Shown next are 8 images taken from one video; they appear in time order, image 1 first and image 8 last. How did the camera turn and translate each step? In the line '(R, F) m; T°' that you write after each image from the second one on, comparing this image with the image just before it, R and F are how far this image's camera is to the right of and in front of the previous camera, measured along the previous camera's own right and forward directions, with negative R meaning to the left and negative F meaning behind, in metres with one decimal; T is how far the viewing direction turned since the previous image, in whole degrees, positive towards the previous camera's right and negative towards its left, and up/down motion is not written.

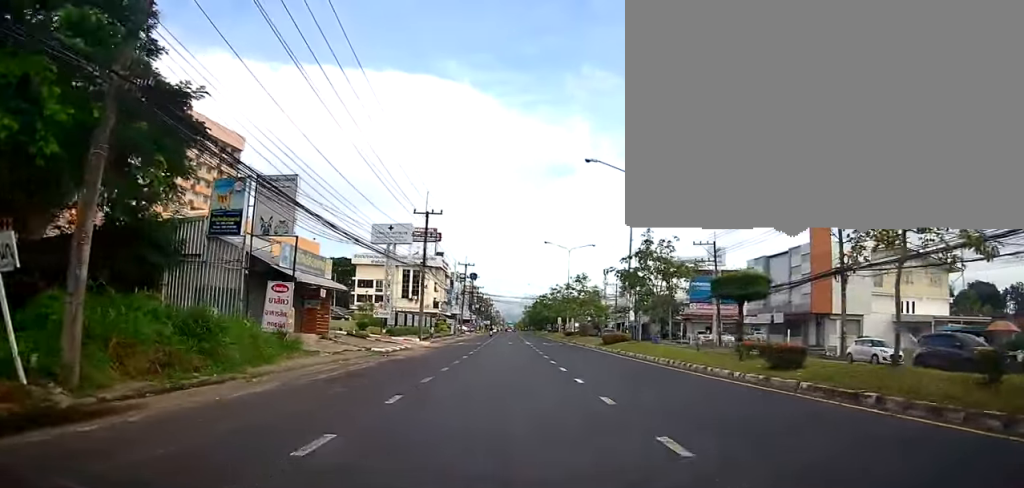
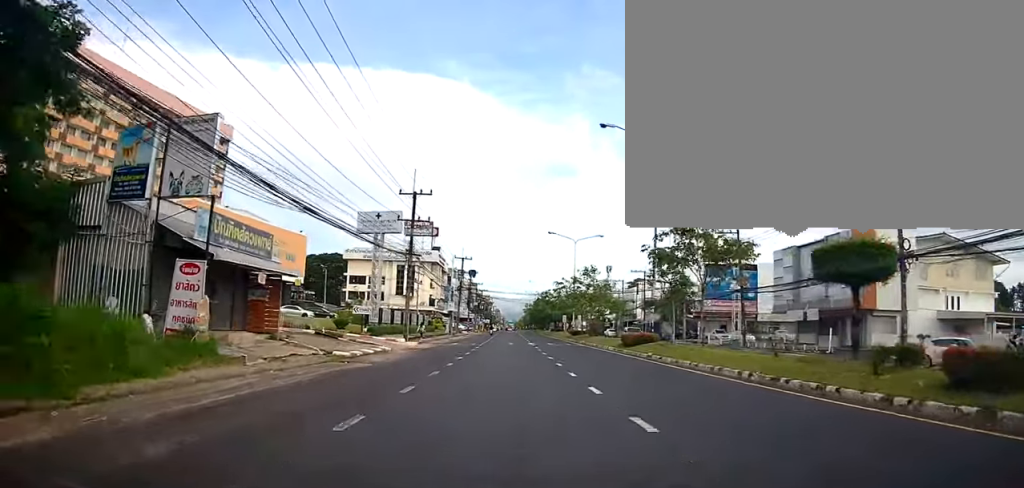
(0.0, +6.7) m; +1°
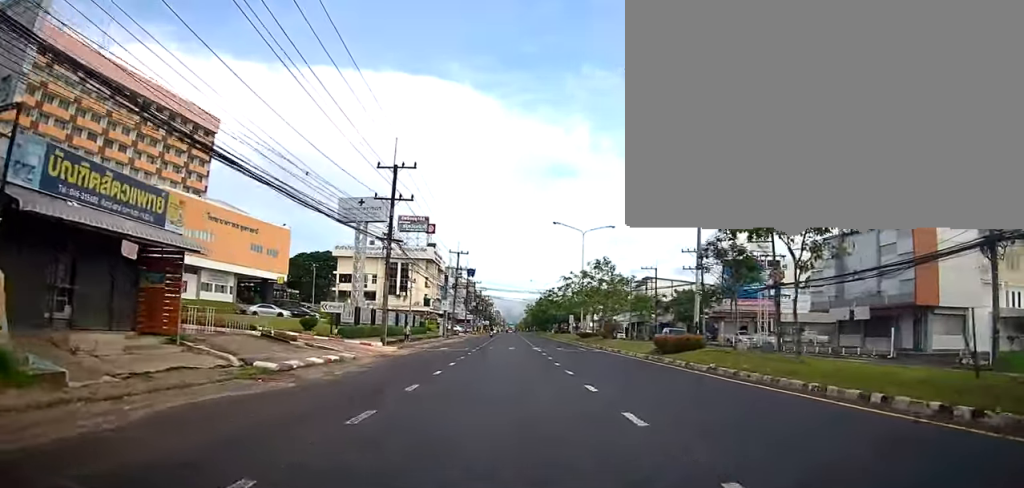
(-0.2, +7.5) m; +1°
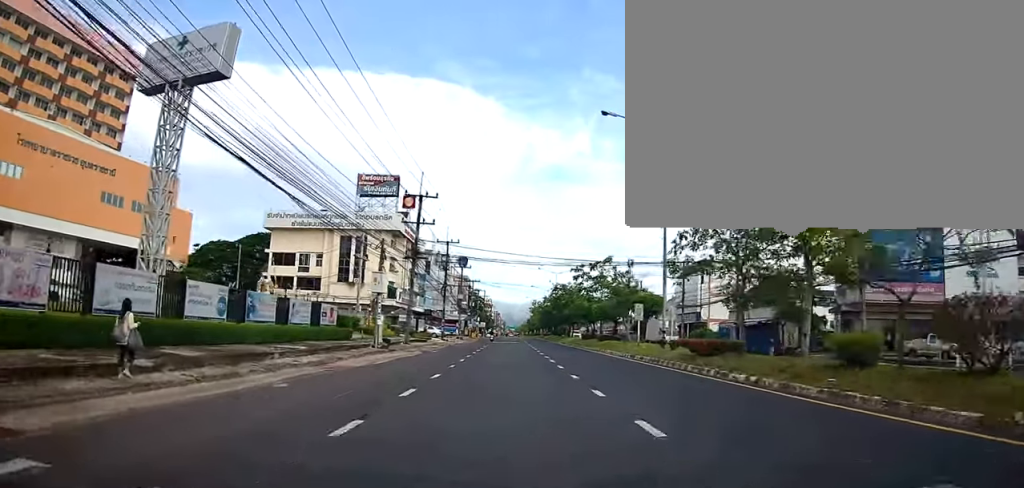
(+0.2, +33.0) m; -2°
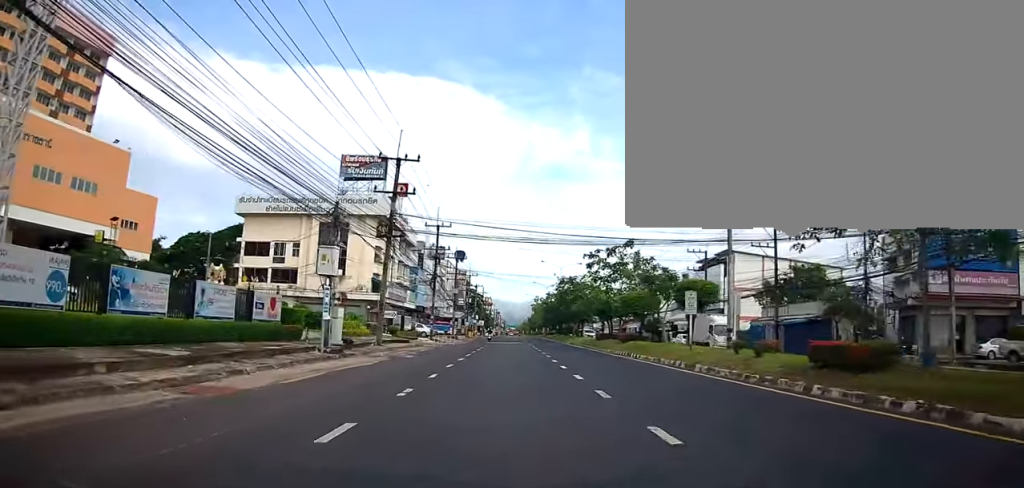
(0.0, +9.0) m; 0°
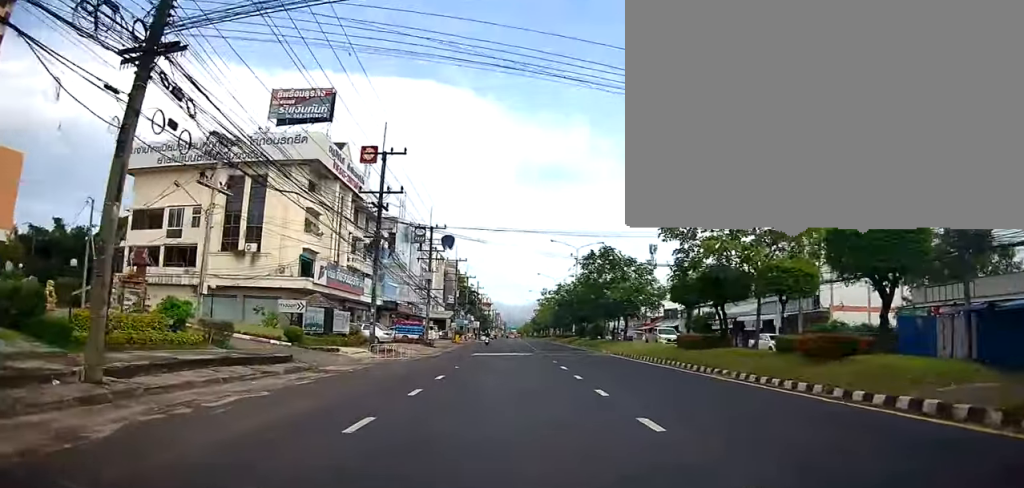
(-0.1, +23.8) m; 0°
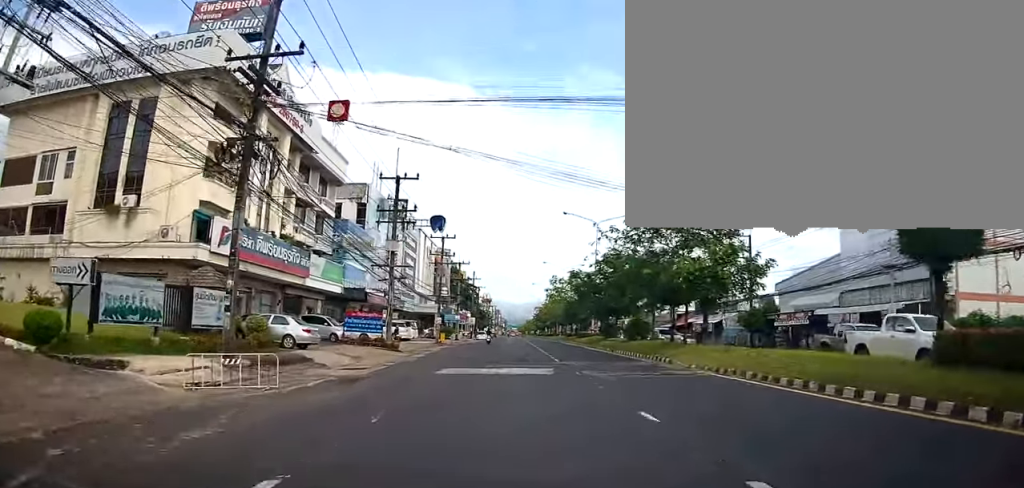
(0.0, +16.0) m; 0°
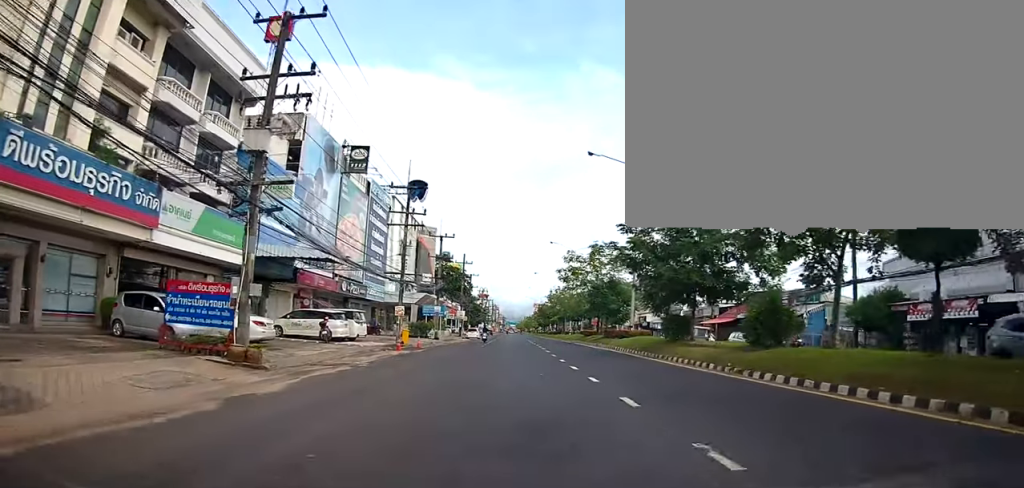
(+0.4, +18.9) m; +3°
